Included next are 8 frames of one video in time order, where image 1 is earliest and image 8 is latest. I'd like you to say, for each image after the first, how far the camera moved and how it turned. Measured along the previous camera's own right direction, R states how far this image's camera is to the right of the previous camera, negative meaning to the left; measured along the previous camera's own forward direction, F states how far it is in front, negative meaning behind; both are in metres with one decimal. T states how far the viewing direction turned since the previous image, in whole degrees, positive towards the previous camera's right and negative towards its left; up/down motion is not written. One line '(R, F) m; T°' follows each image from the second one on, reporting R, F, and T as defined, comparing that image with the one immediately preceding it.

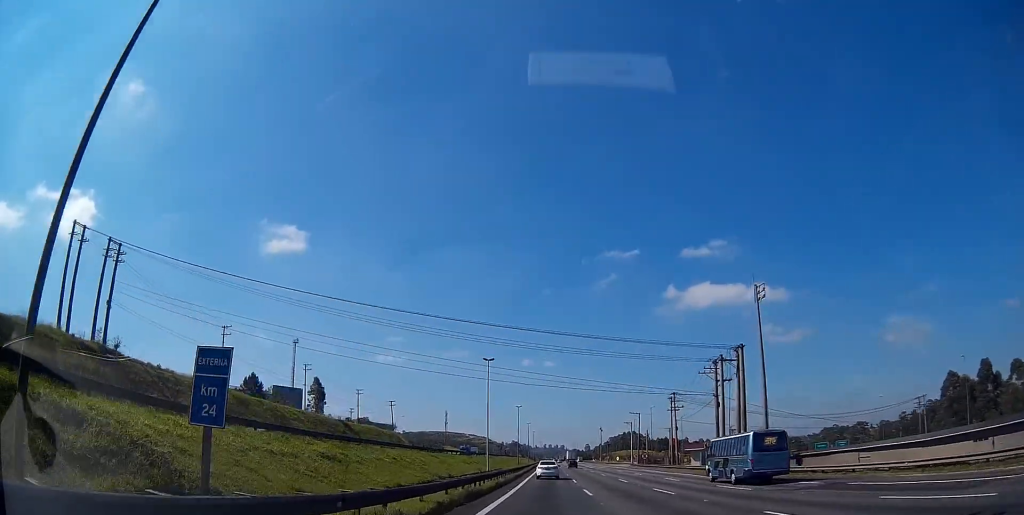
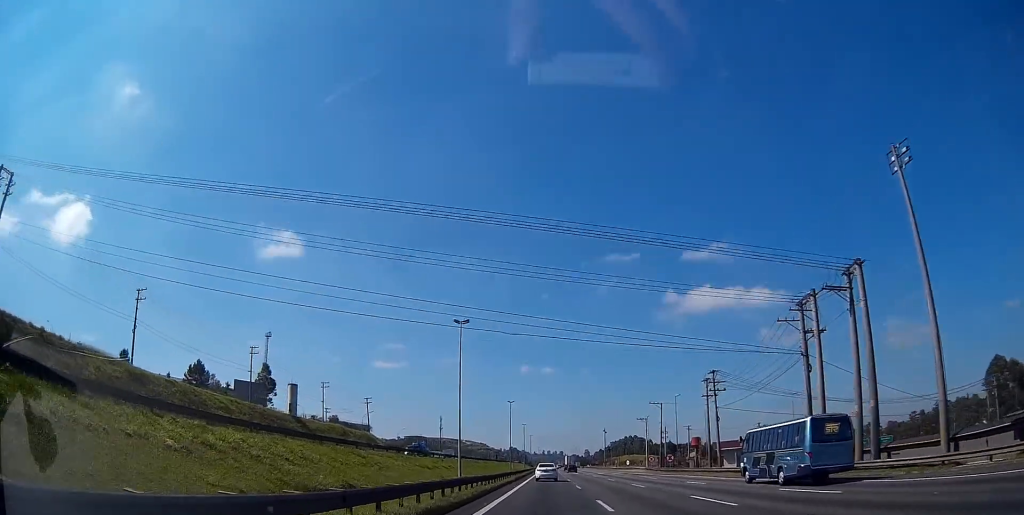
(0.0, +26.1) m; 0°
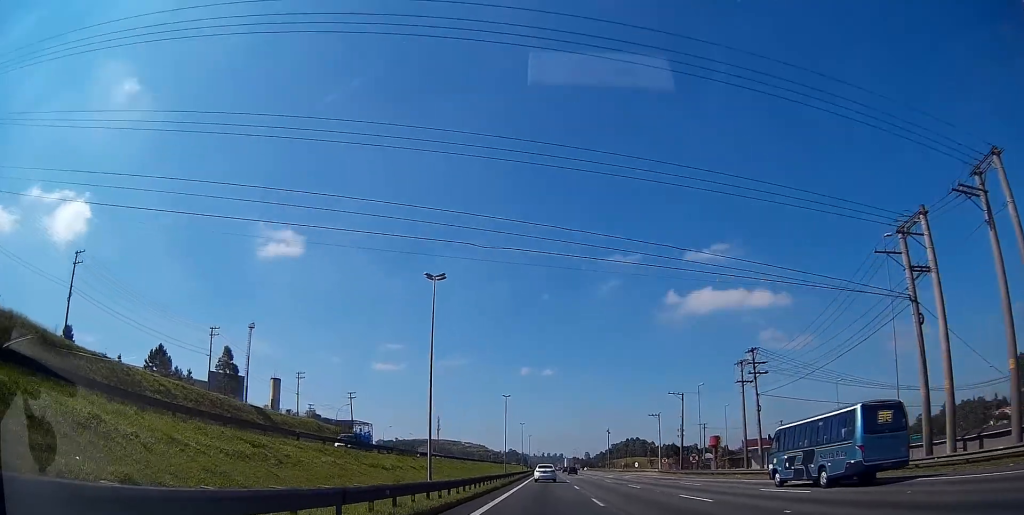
(0.0, +15.8) m; 0°
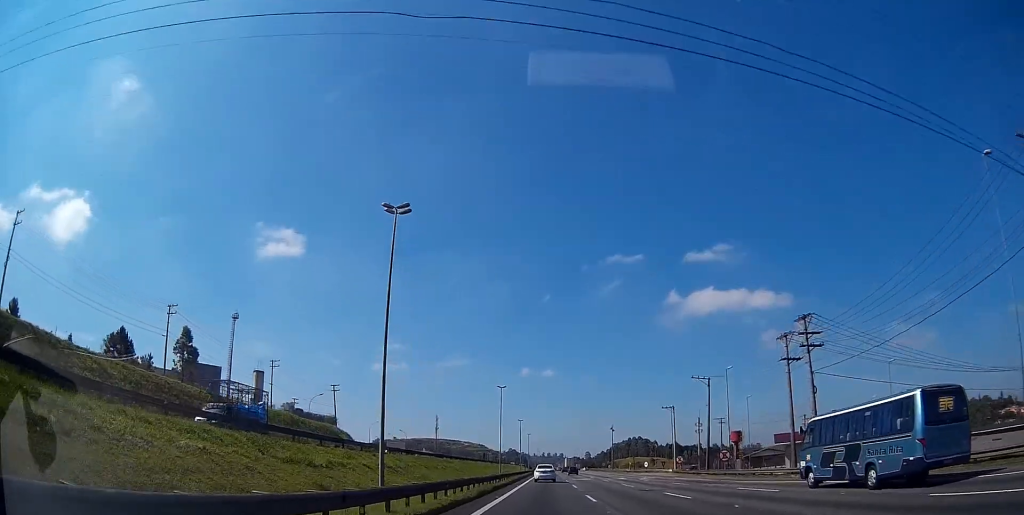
(0.0, +13.9) m; 0°
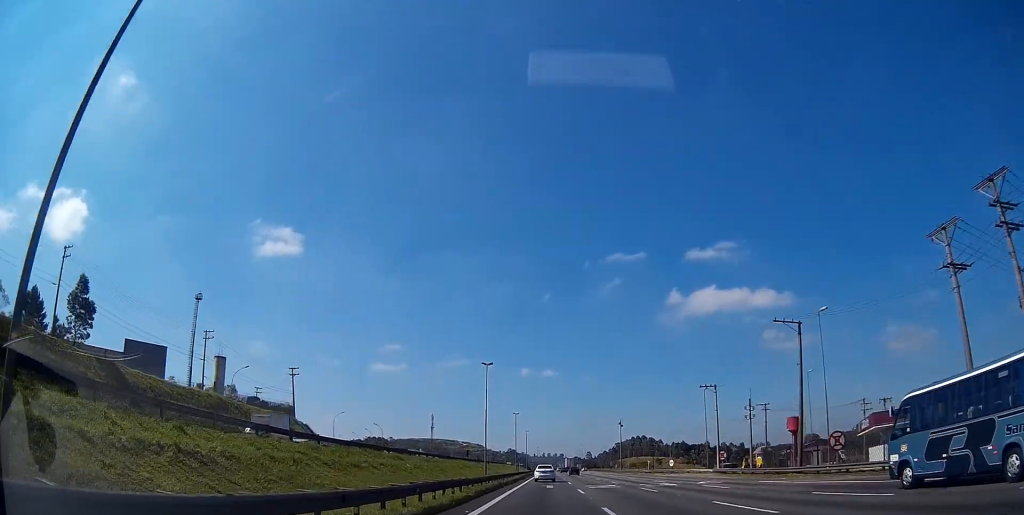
(+0.2, +27.9) m; 0°
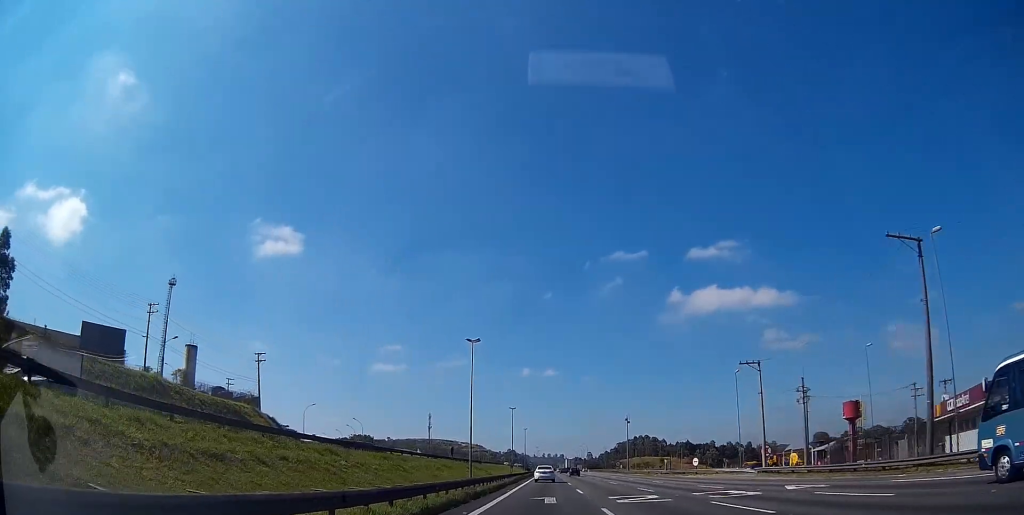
(-0.1, +18.4) m; 0°
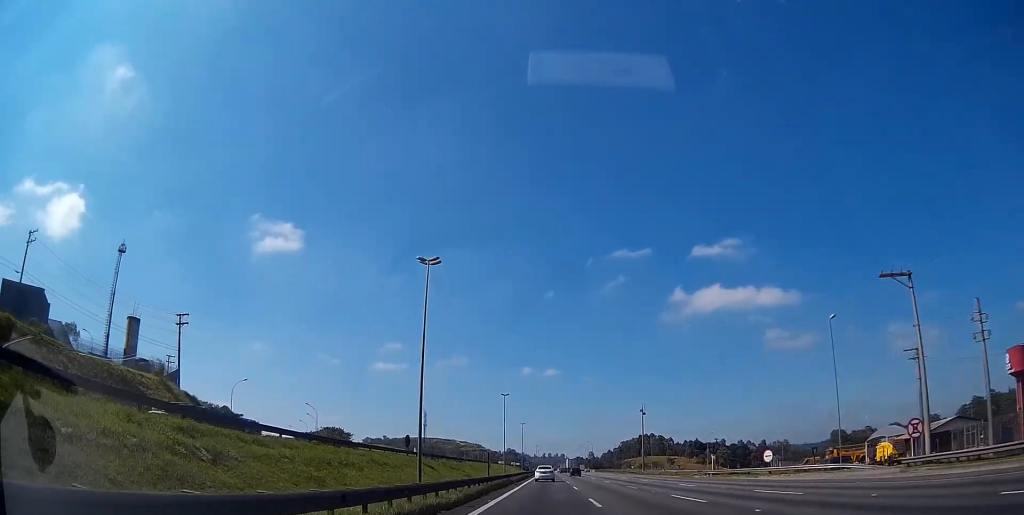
(-0.1, +31.1) m; 0°
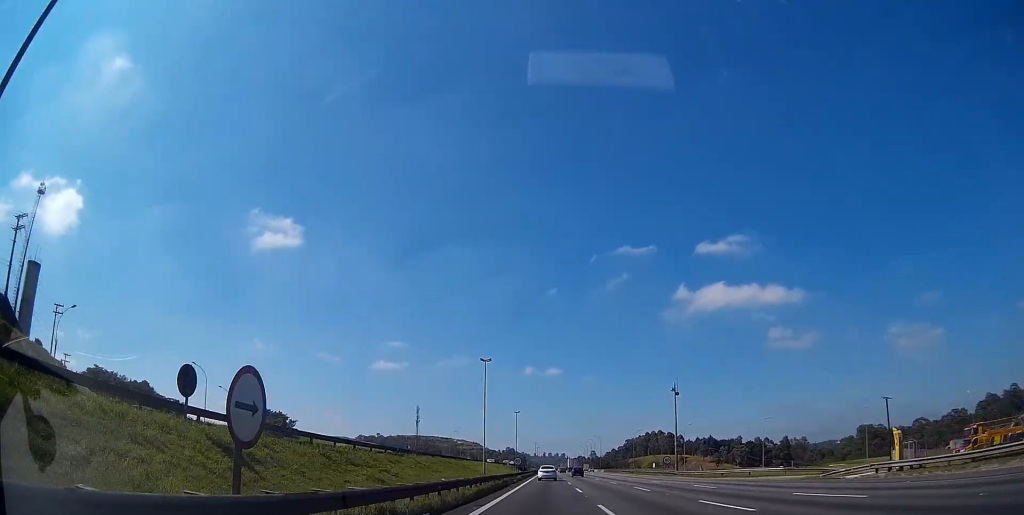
(+0.3, +40.2) m; 0°
